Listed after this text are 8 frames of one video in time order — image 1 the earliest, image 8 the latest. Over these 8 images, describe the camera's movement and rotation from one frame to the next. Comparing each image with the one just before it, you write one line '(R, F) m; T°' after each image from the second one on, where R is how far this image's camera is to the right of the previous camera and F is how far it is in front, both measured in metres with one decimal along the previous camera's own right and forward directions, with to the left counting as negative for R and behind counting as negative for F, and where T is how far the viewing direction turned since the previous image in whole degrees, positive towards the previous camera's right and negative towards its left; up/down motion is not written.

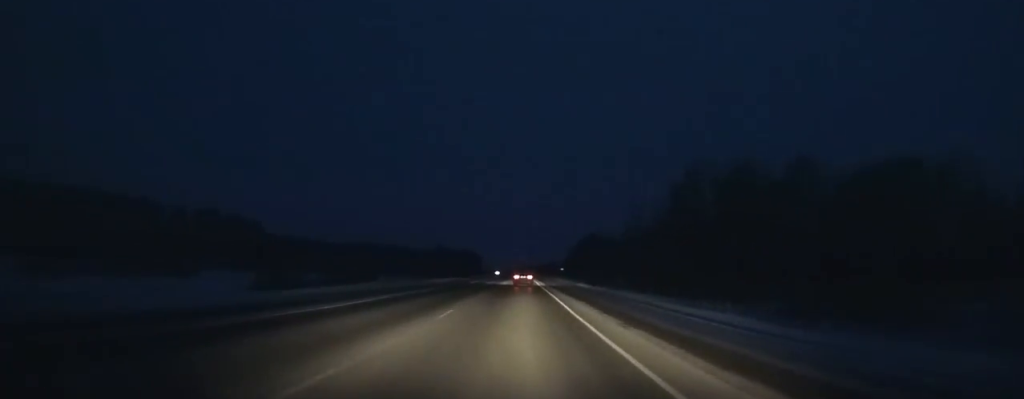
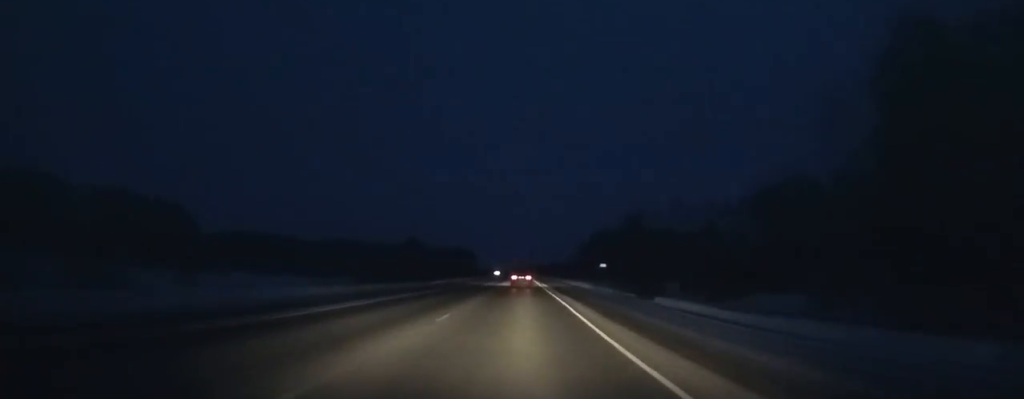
(0.0, +47.9) m; 0°
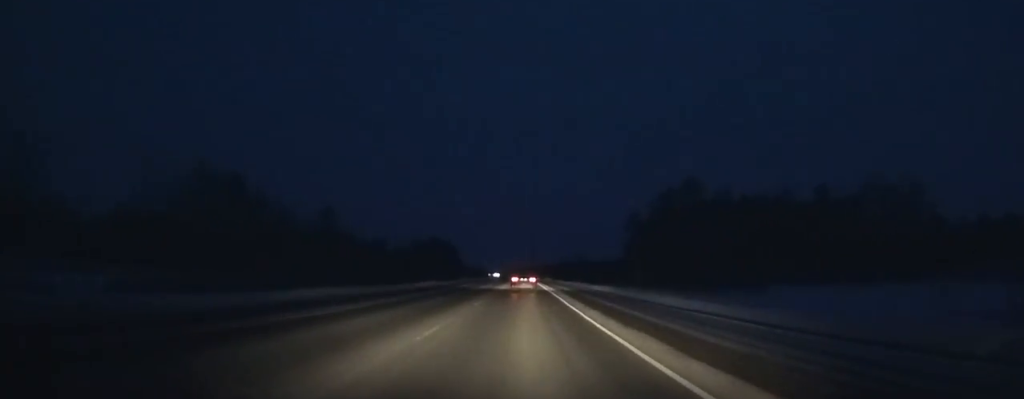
(0.0, +98.6) m; 0°
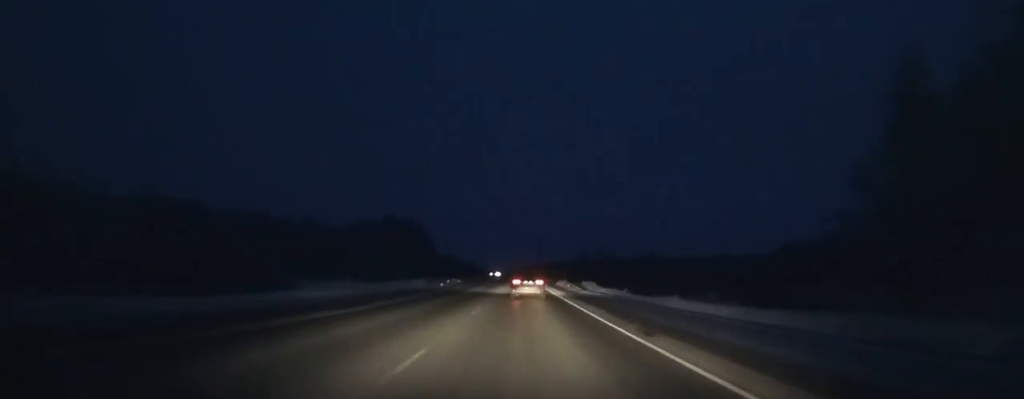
(-0.6, +84.4) m; -1°
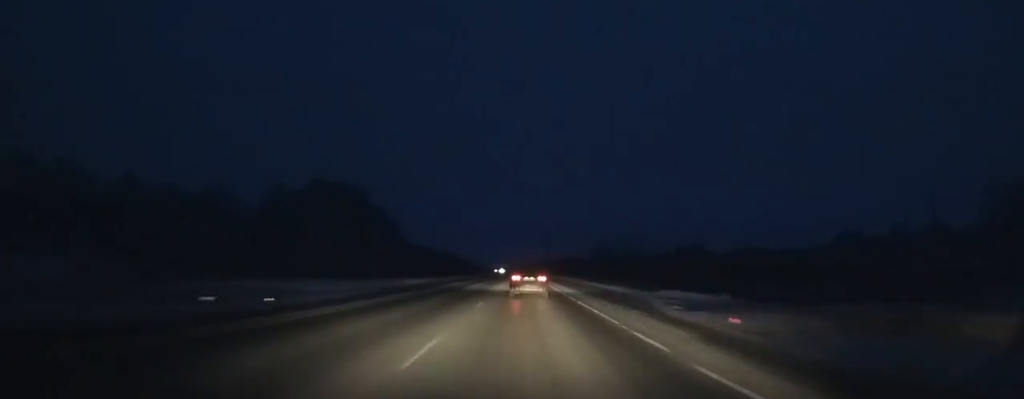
(-0.2, +56.4) m; 0°
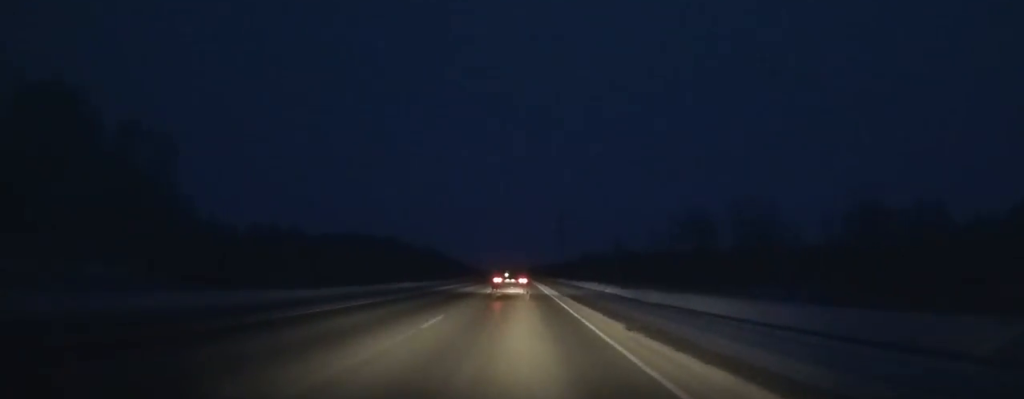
(-0.5, +114.0) m; -1°
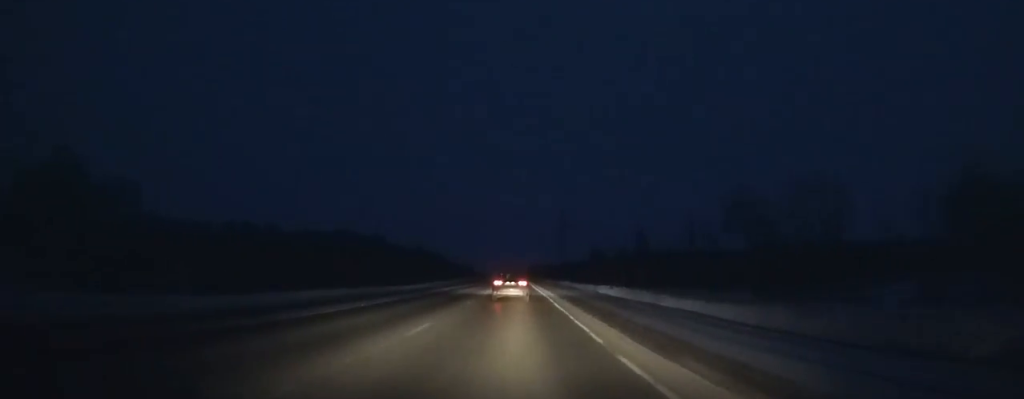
(-0.1, +25.0) m; 0°
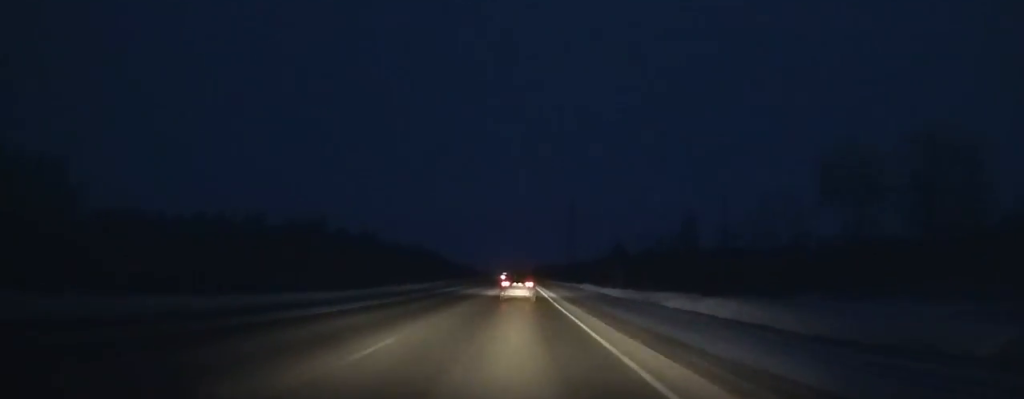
(+0.1, +27.1) m; 0°
